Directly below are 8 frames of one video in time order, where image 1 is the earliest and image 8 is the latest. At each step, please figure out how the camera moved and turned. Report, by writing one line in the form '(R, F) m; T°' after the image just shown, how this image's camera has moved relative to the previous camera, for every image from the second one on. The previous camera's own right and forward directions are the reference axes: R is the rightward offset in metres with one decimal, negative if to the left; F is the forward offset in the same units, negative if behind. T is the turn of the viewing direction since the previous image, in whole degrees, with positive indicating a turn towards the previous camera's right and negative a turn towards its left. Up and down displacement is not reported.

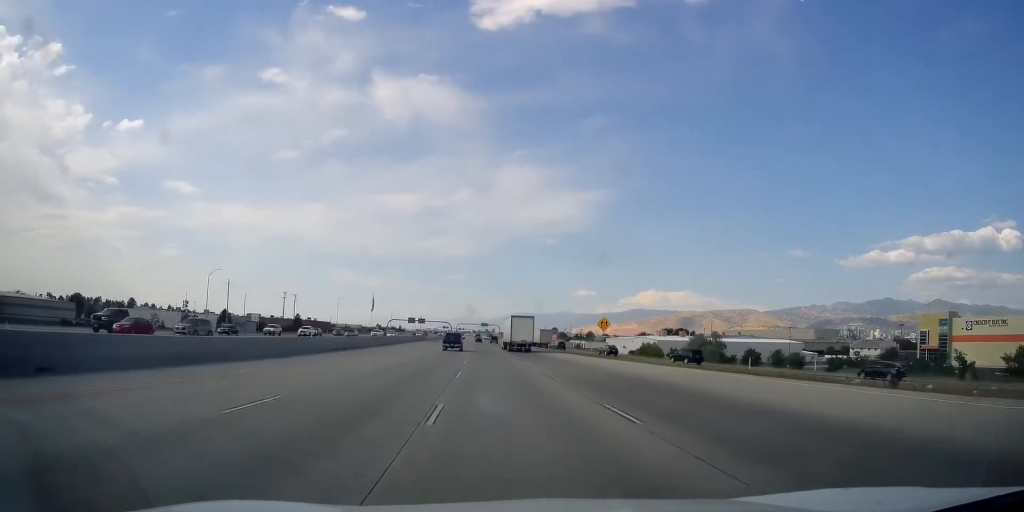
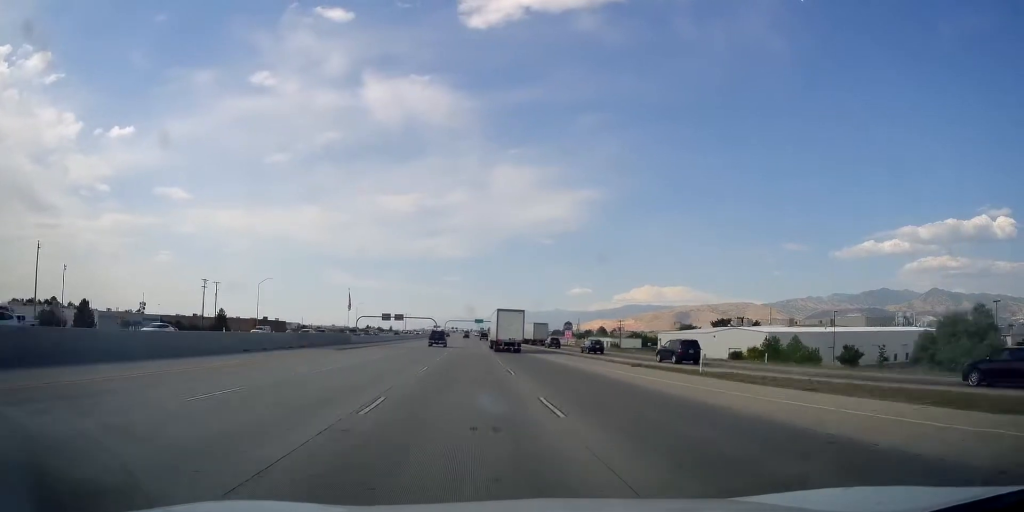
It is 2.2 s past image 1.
(-0.8, +74.7) m; -1°
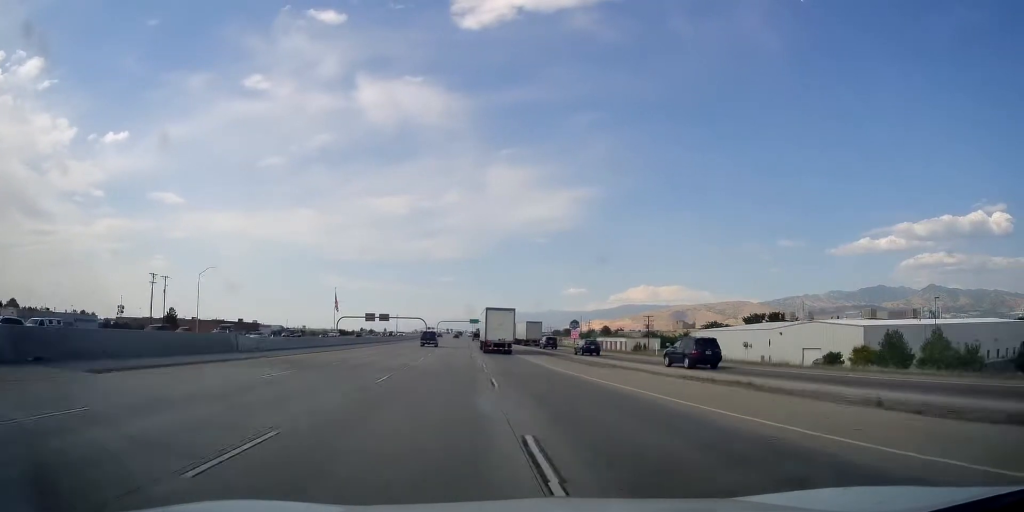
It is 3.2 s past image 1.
(0.0, +30.9) m; 0°
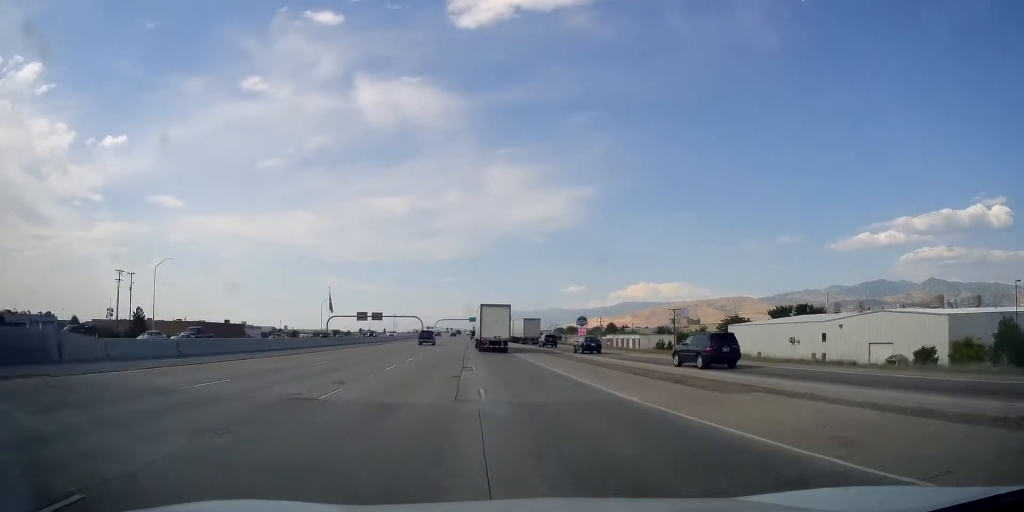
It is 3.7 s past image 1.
(+0.2, +17.6) m; 0°
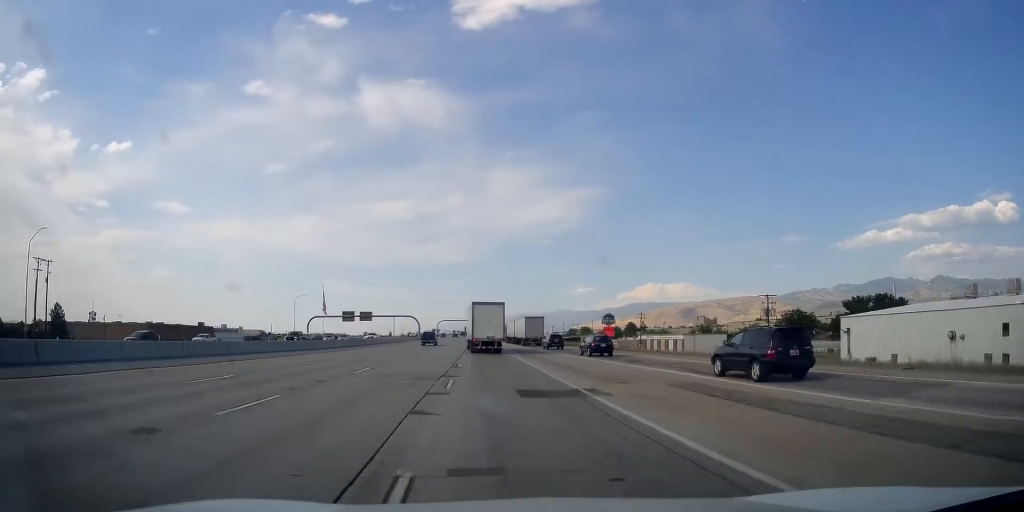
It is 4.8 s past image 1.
(-0.4, +36.0) m; +1°
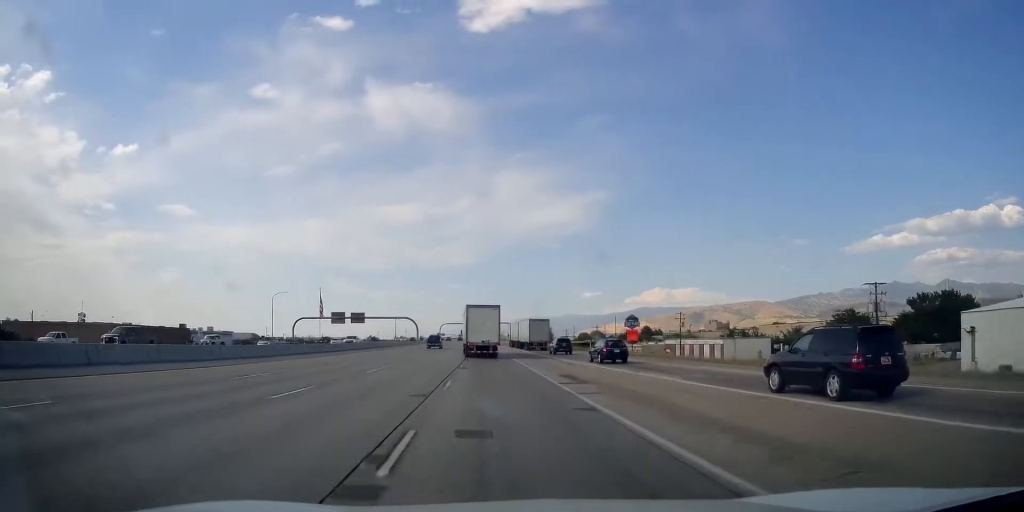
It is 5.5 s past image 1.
(+0.6, +22.8) m; 0°
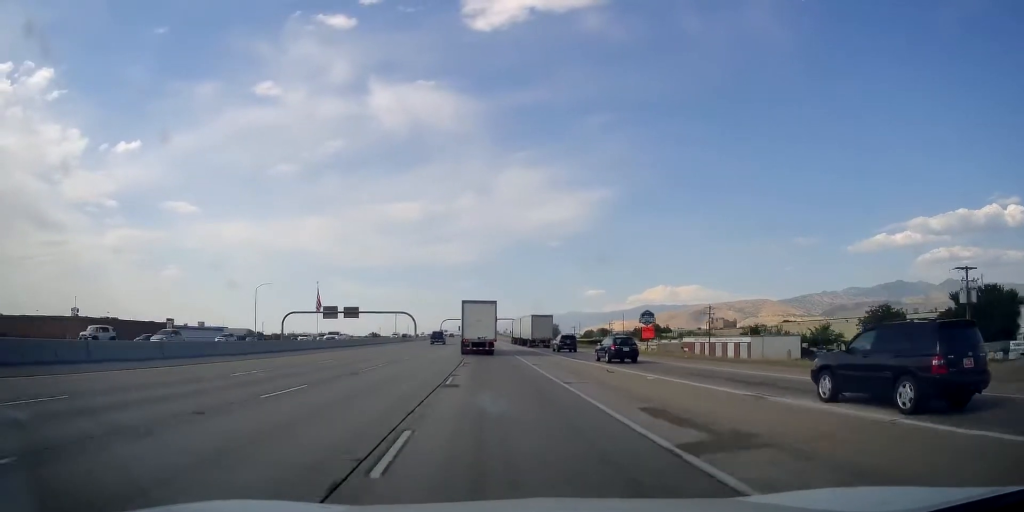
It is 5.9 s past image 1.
(+0.2, +13.0) m; 0°
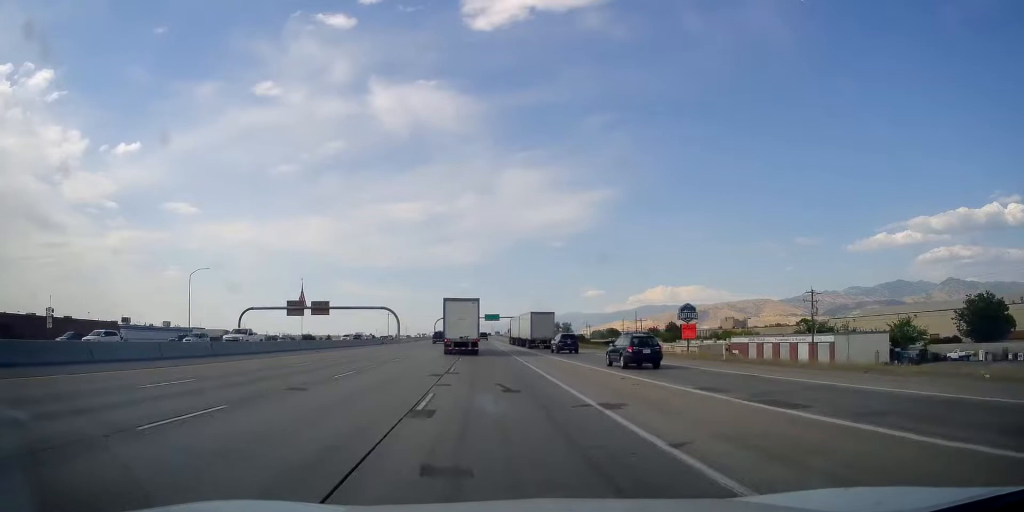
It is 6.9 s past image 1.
(-0.7, +32.4) m; -1°
